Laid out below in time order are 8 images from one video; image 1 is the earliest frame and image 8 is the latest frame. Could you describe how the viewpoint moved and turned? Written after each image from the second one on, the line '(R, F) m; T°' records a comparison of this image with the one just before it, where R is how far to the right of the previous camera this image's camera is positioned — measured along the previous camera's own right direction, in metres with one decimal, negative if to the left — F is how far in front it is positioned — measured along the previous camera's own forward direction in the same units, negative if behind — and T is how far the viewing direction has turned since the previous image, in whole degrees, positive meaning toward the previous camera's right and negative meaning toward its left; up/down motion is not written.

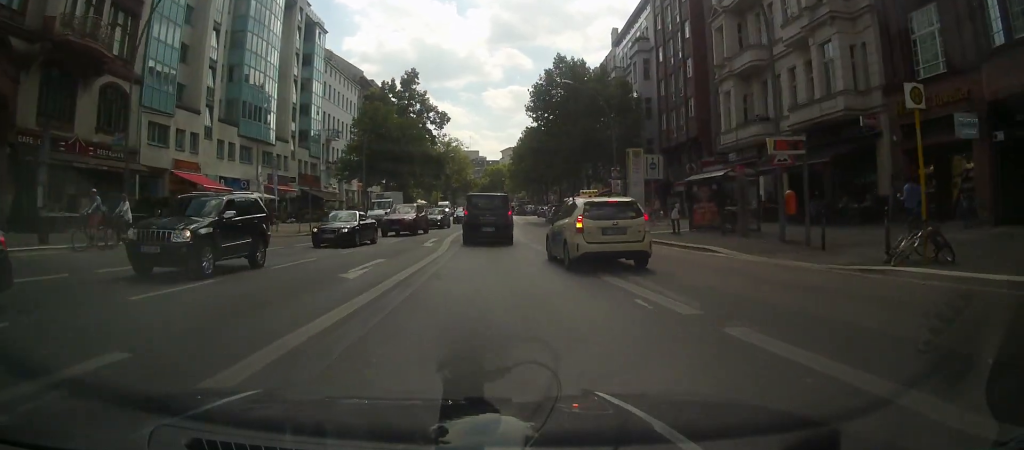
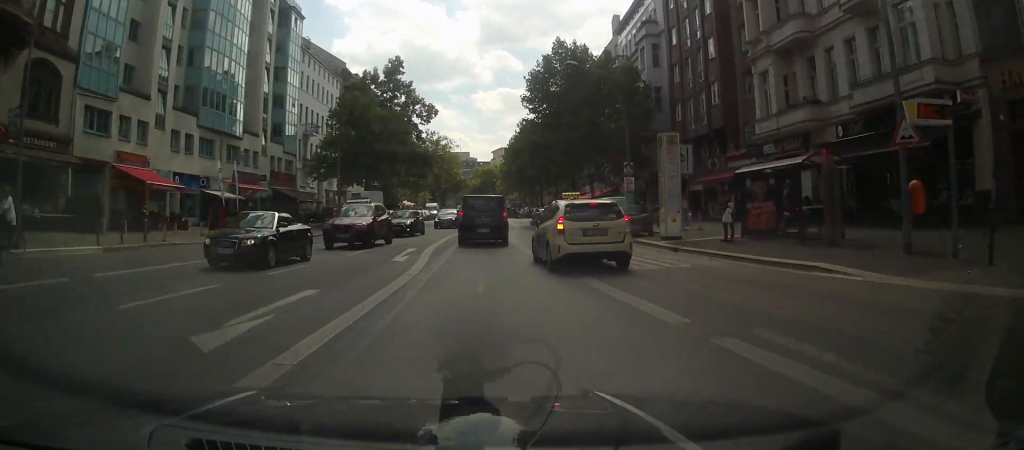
(0.0, +6.4) m; +1°
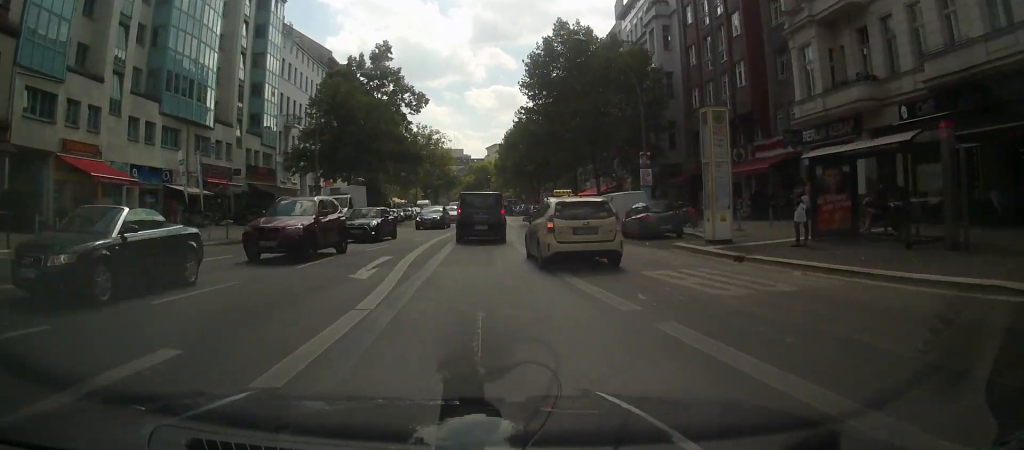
(+0.1, +5.0) m; 0°
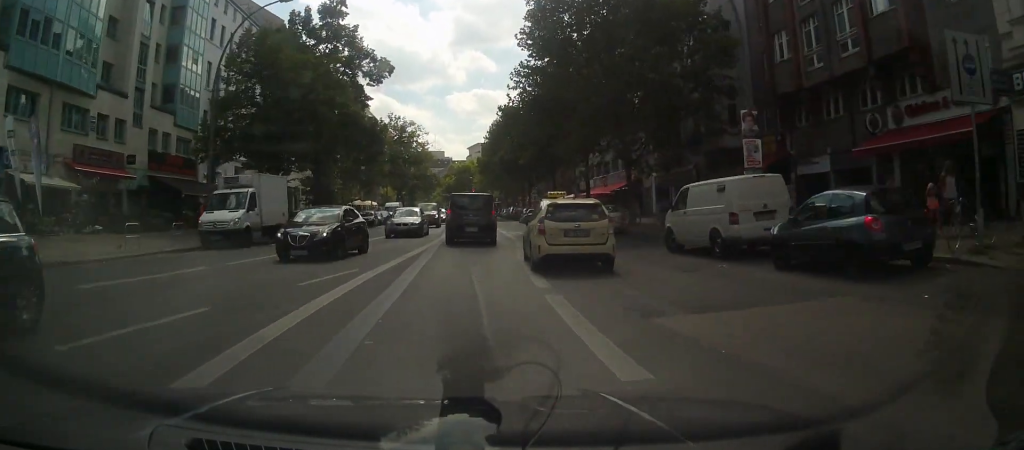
(+0.1, +15.0) m; 0°
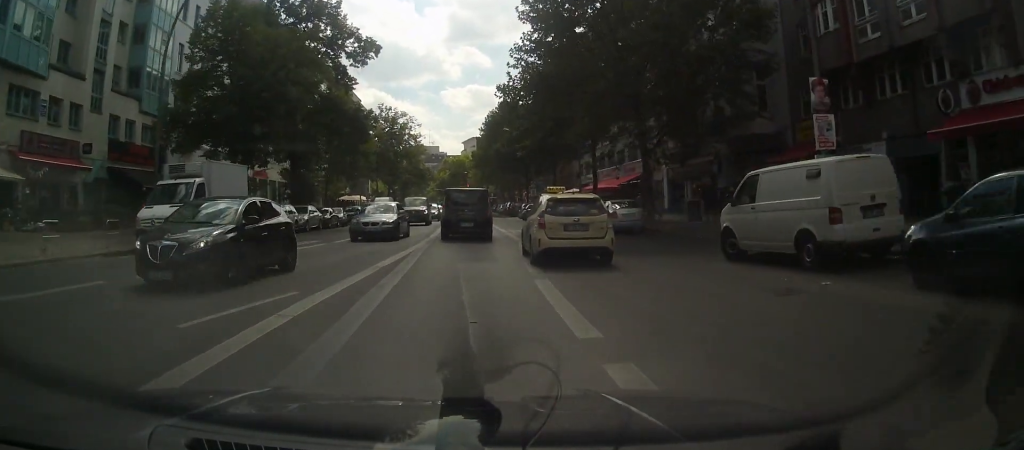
(0.0, +4.6) m; -1°
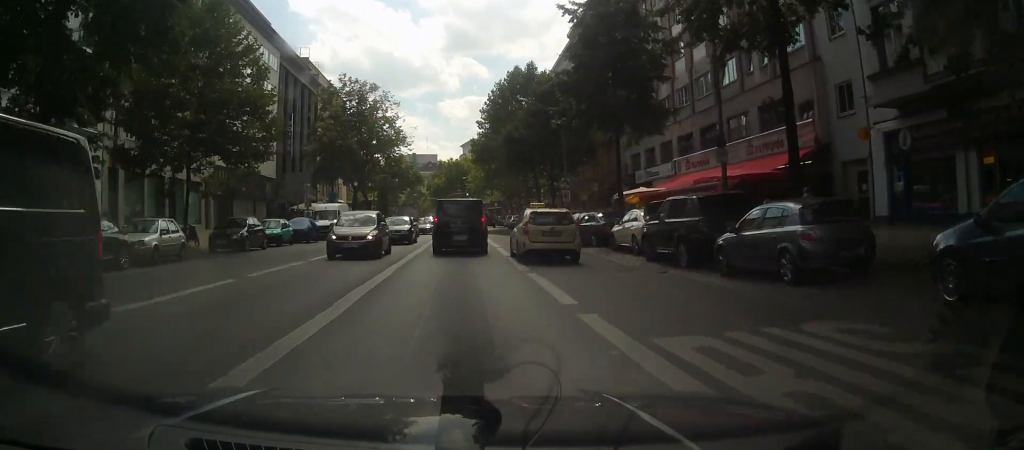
(0.0, +28.3) m; 0°
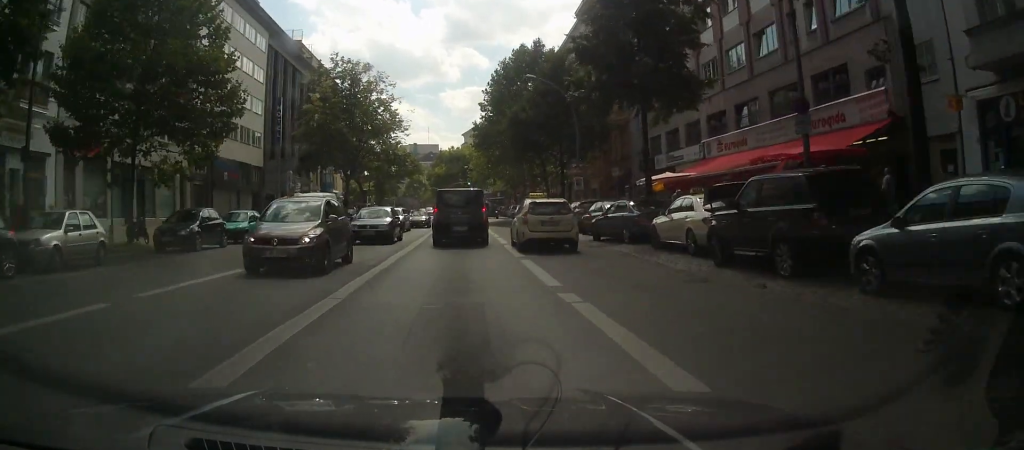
(-0.1, +5.5) m; -1°
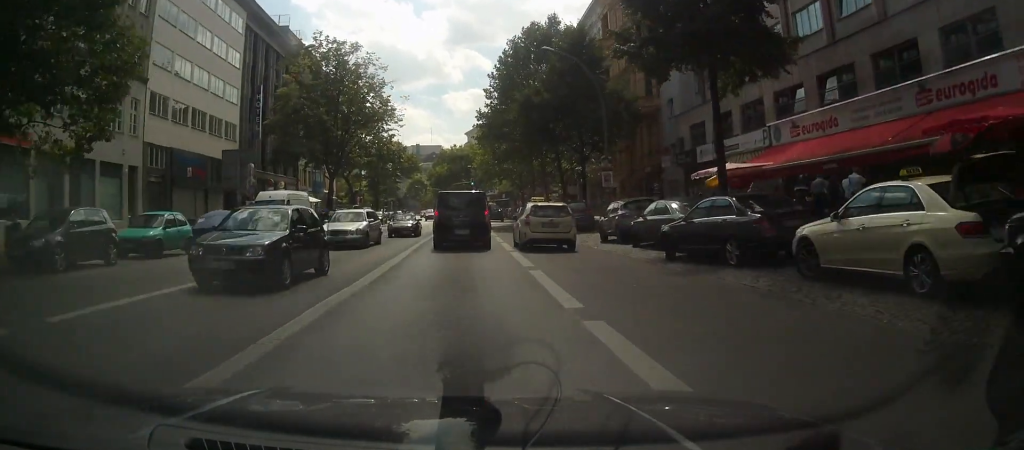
(0.0, +8.8) m; 0°
